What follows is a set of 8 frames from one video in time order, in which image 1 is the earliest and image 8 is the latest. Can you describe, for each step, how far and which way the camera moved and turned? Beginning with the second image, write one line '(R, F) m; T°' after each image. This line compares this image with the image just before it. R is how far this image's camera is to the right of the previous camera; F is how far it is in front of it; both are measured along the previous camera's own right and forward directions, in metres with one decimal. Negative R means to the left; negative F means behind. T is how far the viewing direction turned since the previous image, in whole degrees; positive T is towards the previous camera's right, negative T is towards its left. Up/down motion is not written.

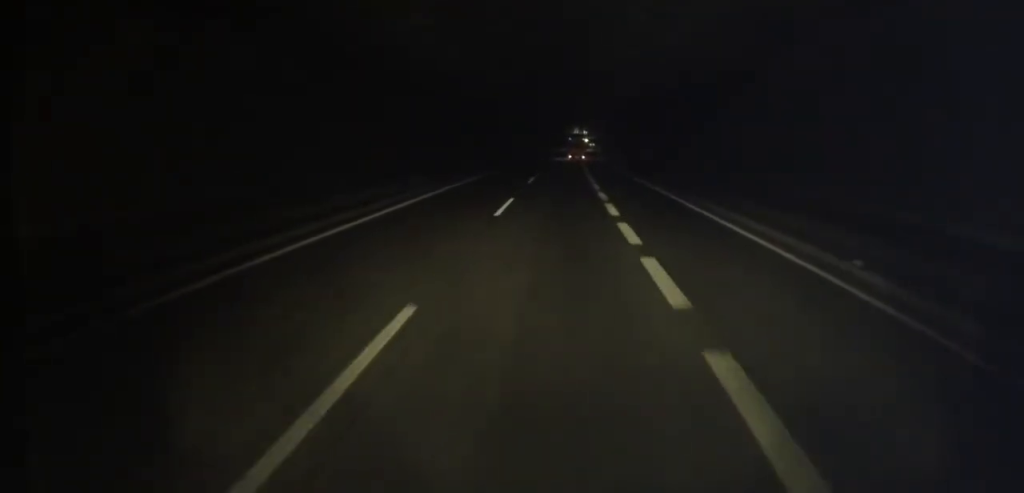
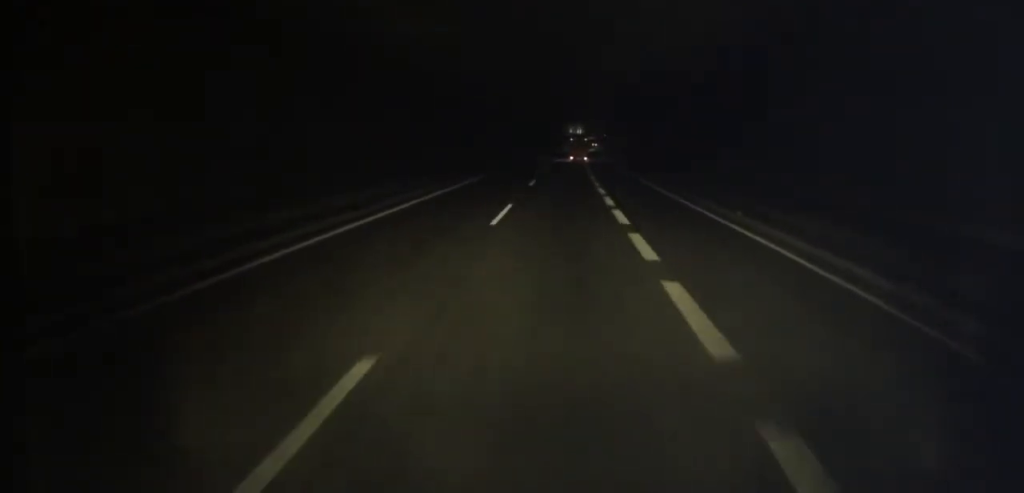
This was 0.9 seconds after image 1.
(-0.3, +21.6) m; 0°
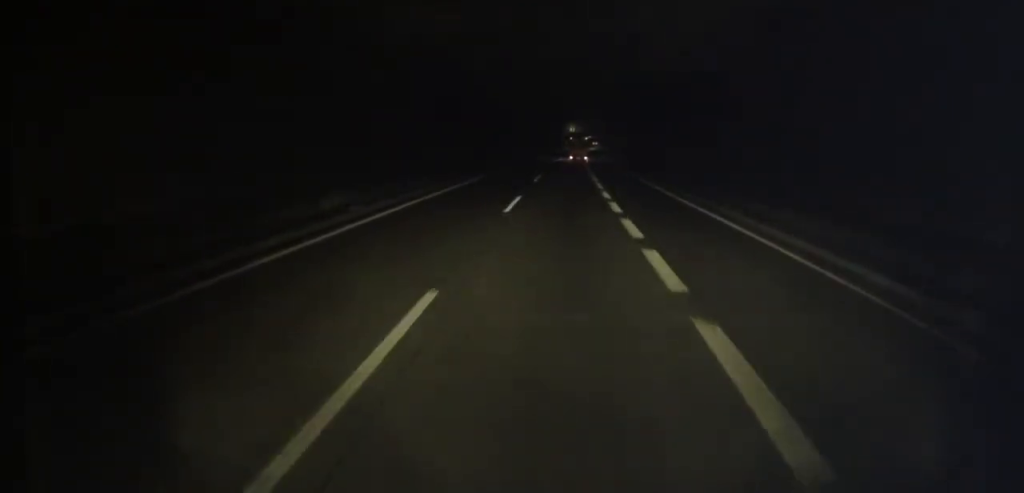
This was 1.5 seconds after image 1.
(+0.2, +15.3) m; +1°
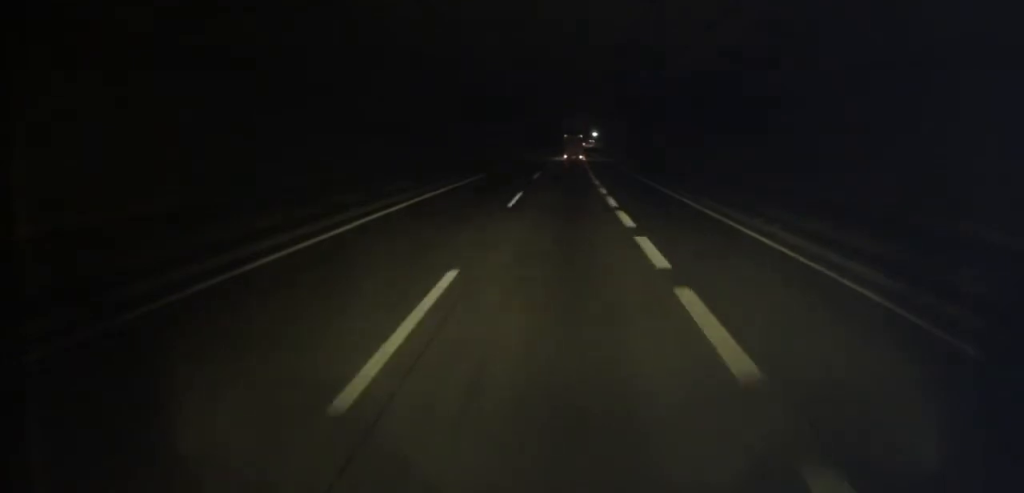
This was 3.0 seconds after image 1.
(+0.3, +34.5) m; +1°
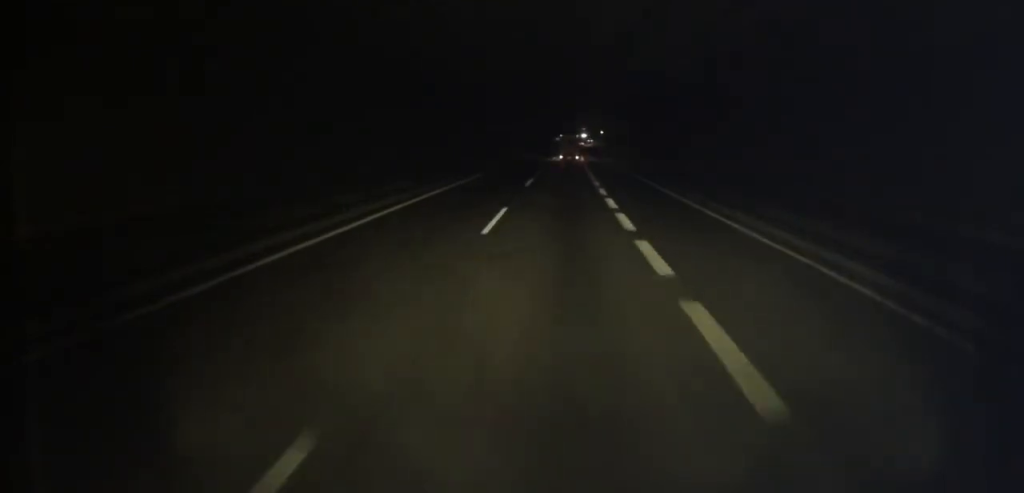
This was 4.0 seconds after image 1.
(+0.2, +24.5) m; +1°
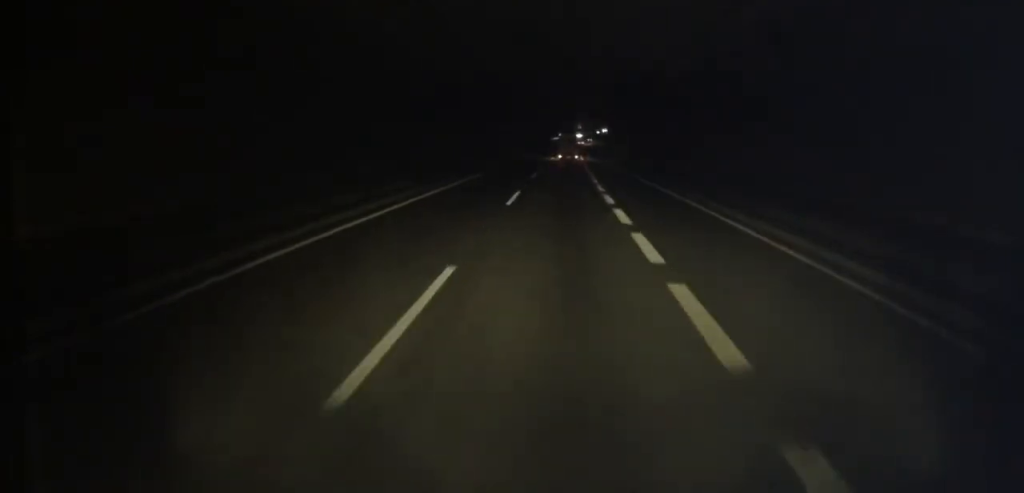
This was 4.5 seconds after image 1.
(+0.3, +10.6) m; 0°
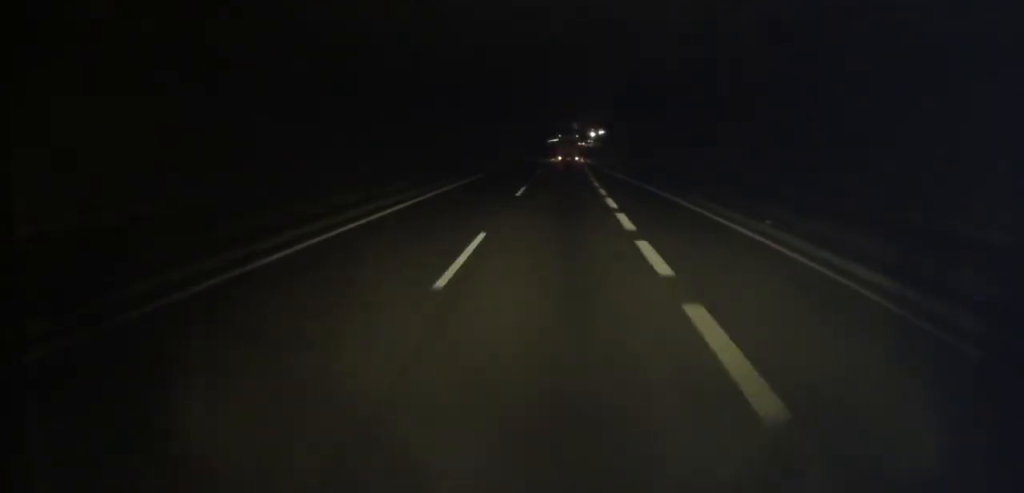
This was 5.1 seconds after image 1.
(-0.1, +12.8) m; 0°
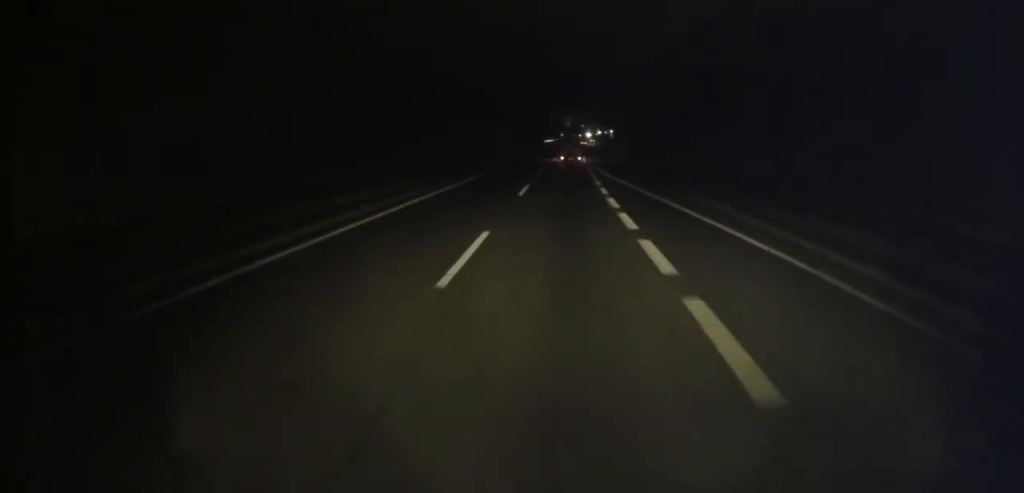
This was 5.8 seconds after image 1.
(-0.3, +17.3) m; 0°
